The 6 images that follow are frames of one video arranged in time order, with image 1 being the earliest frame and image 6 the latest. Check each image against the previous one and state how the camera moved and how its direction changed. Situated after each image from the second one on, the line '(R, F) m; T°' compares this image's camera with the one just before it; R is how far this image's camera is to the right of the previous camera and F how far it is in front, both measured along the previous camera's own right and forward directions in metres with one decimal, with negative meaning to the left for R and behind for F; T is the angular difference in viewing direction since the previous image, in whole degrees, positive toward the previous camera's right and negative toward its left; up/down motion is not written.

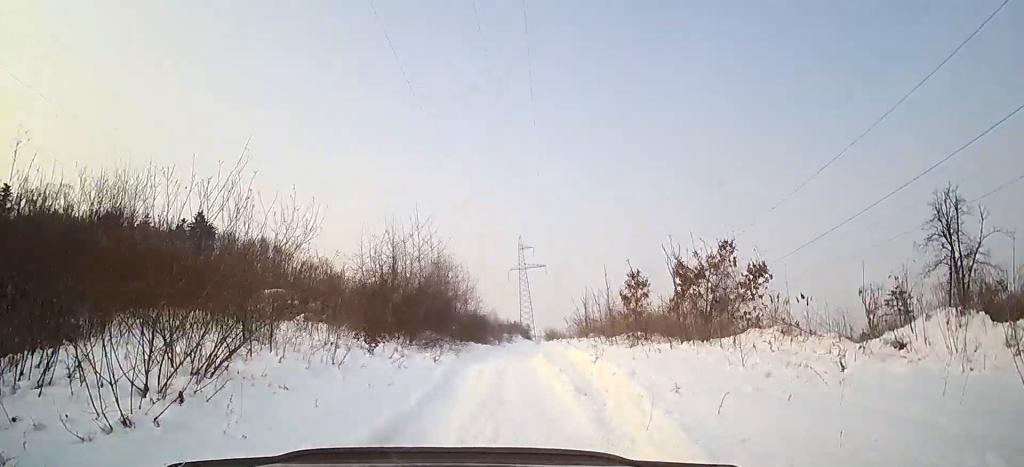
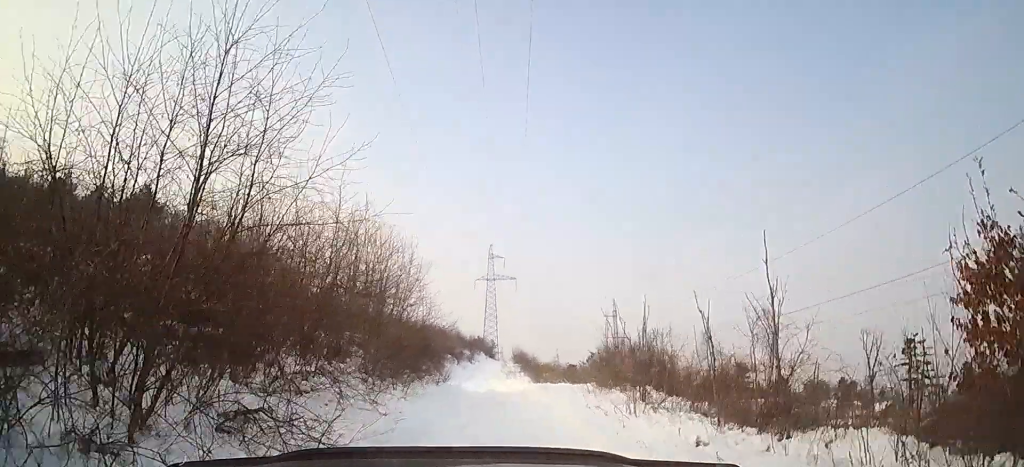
(+0.5, +13.4) m; +5°
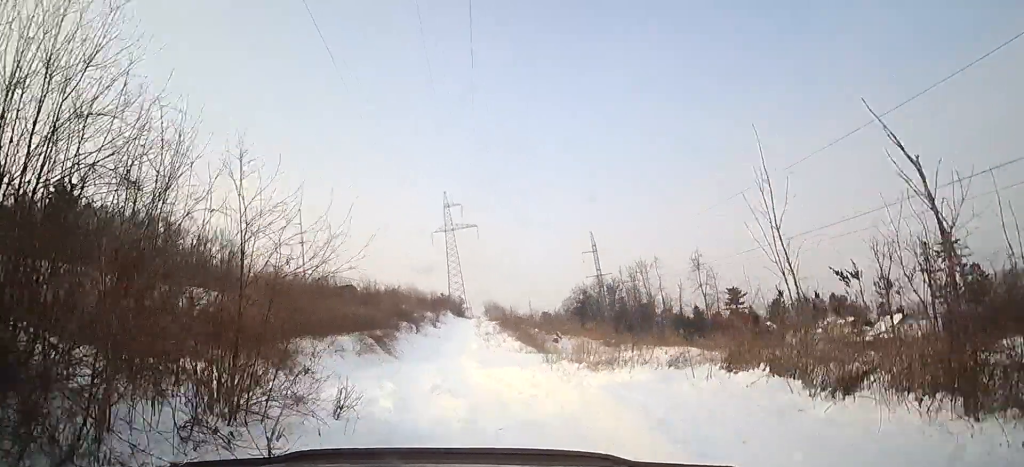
(+0.5, +14.6) m; +2°
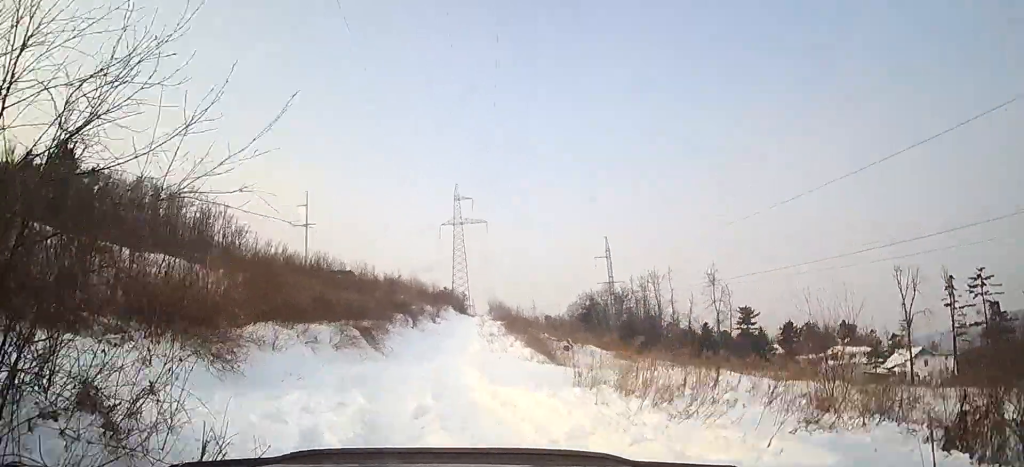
(0.0, +4.7) m; 0°
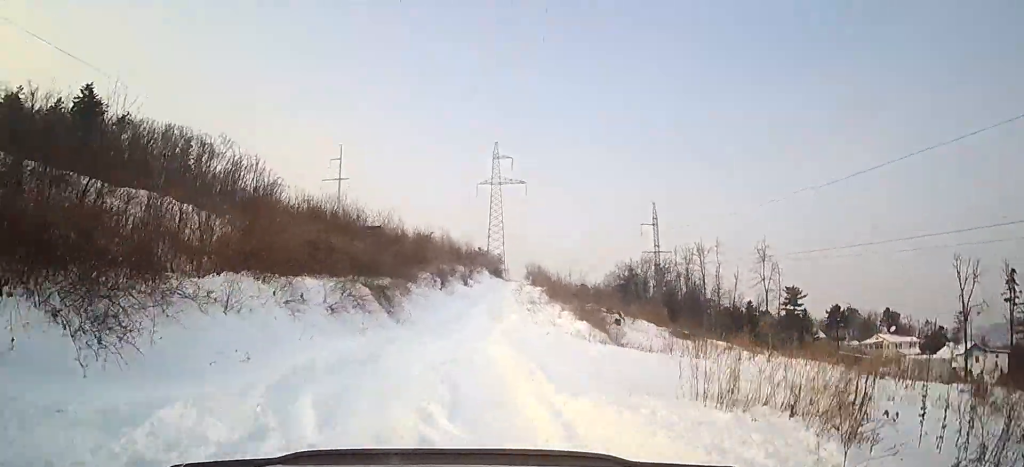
(0.0, +5.8) m; -1°
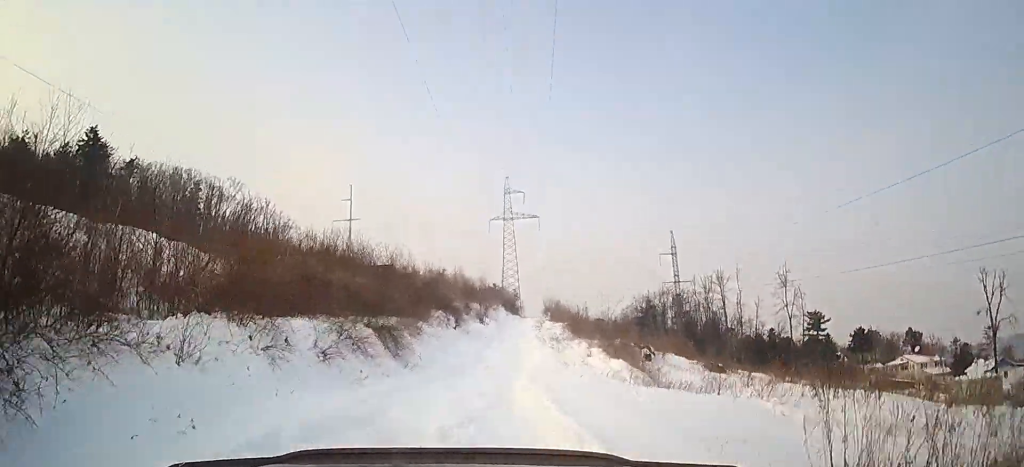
(+0.1, +2.9) m; -1°
